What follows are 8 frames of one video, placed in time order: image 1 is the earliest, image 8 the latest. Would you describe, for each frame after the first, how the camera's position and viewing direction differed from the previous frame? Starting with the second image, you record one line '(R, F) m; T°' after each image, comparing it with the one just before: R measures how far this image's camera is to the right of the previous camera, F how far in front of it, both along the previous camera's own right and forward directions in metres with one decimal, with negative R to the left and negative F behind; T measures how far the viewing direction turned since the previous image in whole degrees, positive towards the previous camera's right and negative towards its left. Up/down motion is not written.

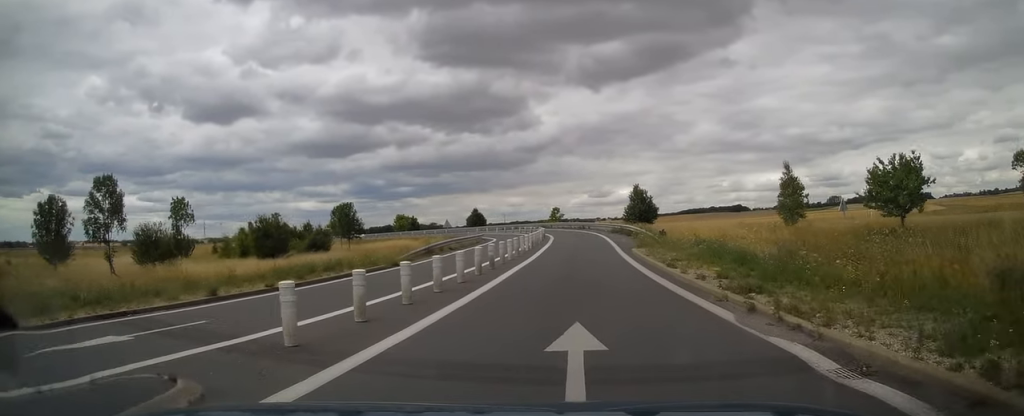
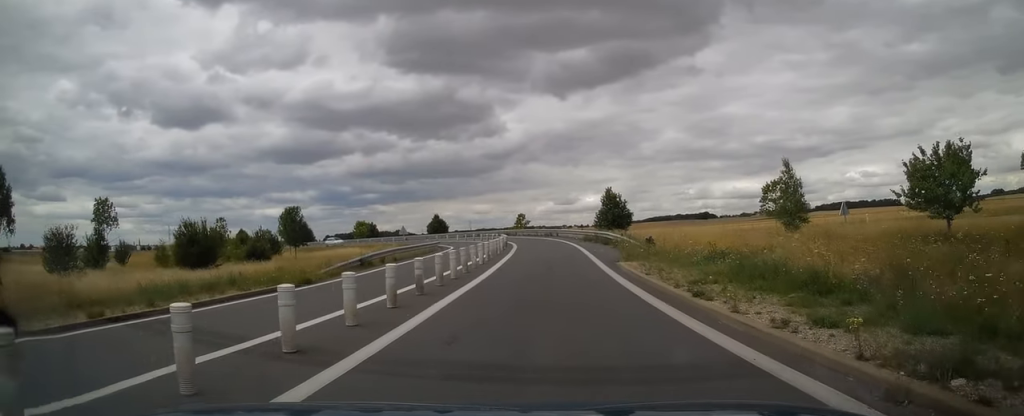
(+0.4, +6.1) m; +4°
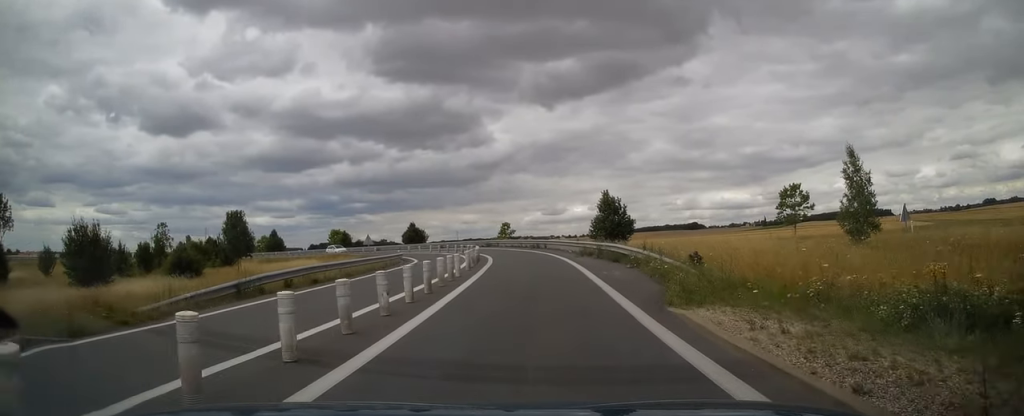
(+0.5, +10.2) m; +2°
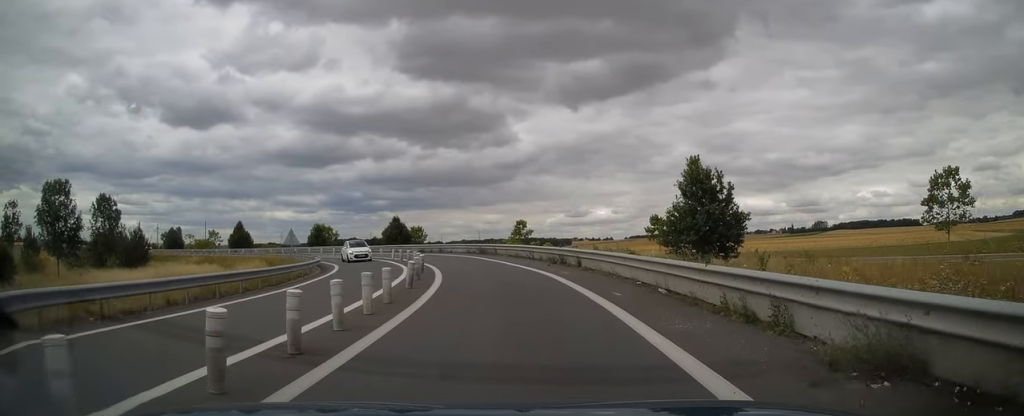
(-0.3, +25.6) m; -3°
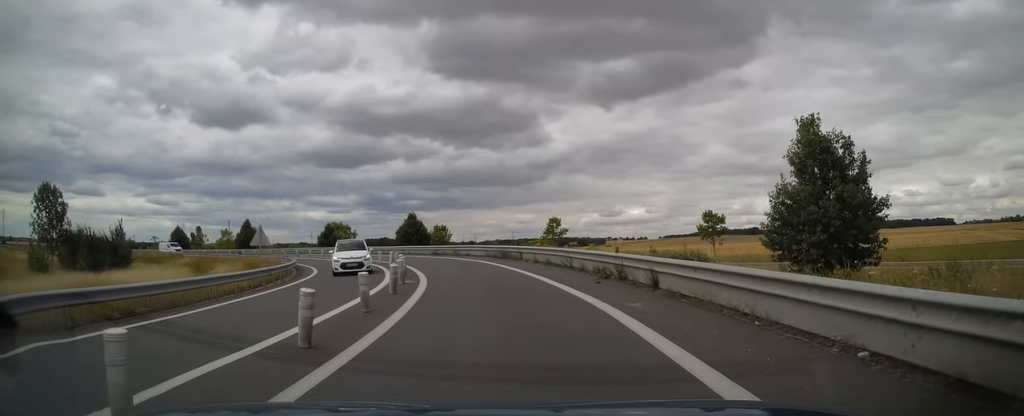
(+0.3, +9.4) m; -4°
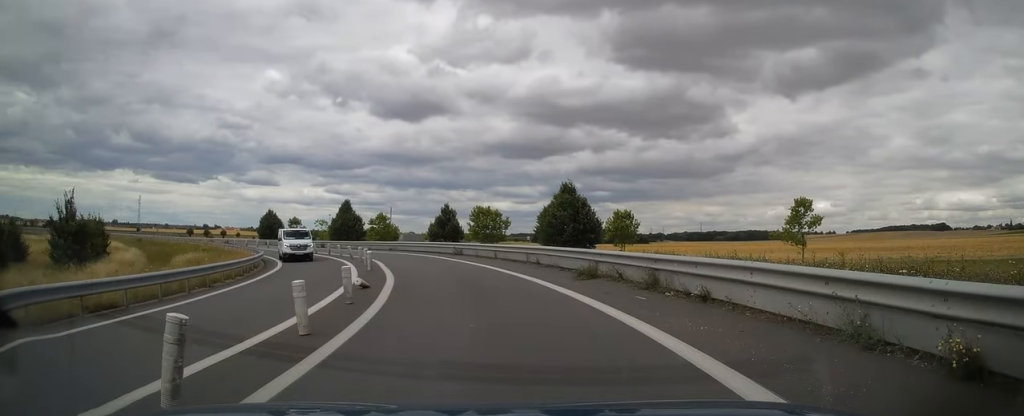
(-4.0, +30.9) m; -16°
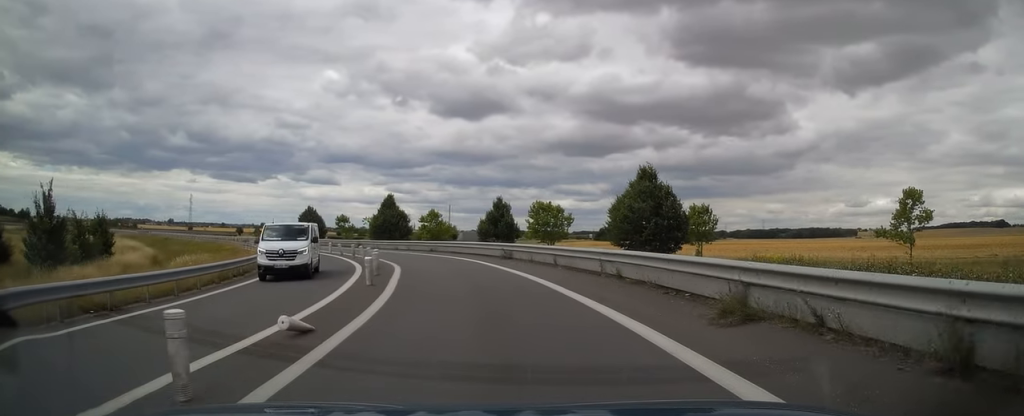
(-0.9, +7.9) m; -6°
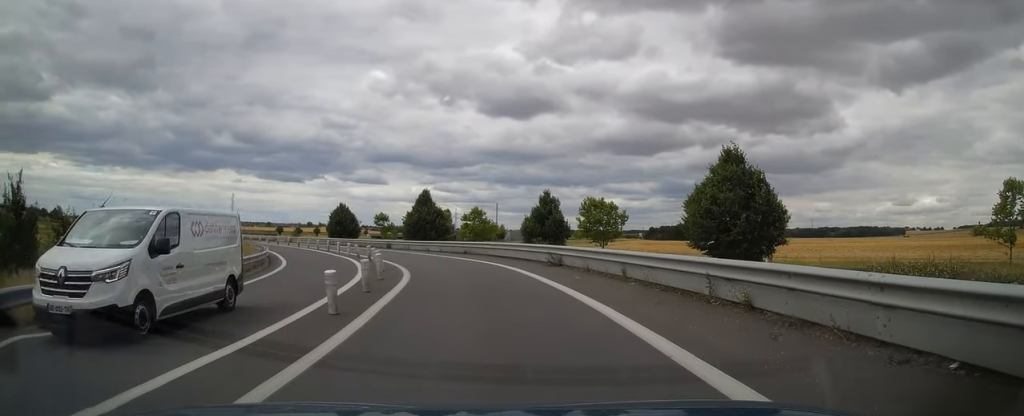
(-0.1, +6.5) m; -5°
